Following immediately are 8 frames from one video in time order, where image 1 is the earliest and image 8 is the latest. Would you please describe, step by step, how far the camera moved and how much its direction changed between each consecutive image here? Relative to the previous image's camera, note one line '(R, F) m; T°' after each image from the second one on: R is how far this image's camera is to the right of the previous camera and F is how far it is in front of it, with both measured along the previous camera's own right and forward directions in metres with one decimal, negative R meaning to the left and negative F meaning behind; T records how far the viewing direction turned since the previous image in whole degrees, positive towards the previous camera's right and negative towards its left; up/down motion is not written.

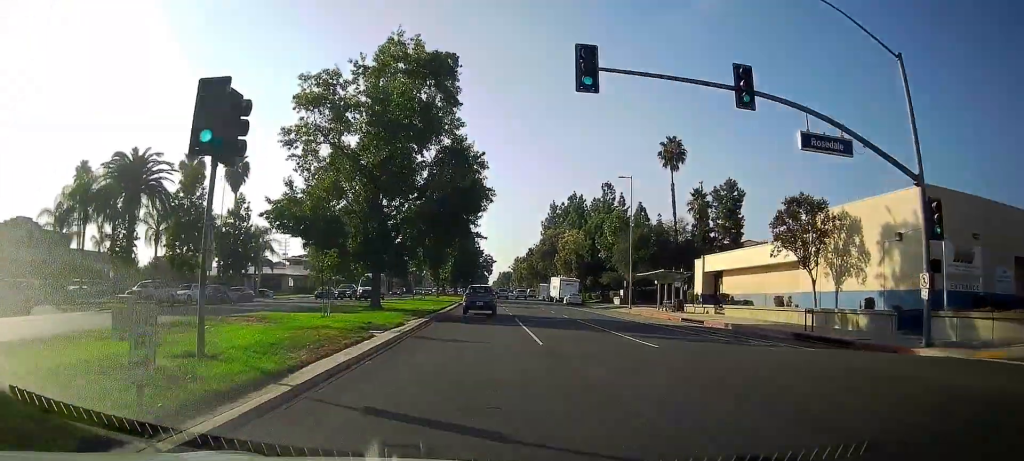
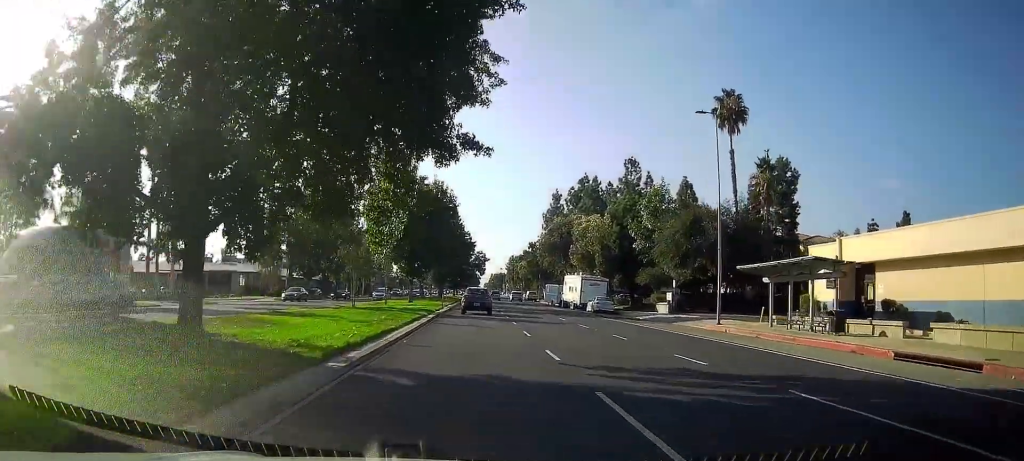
(+0.5, +22.5) m; +2°
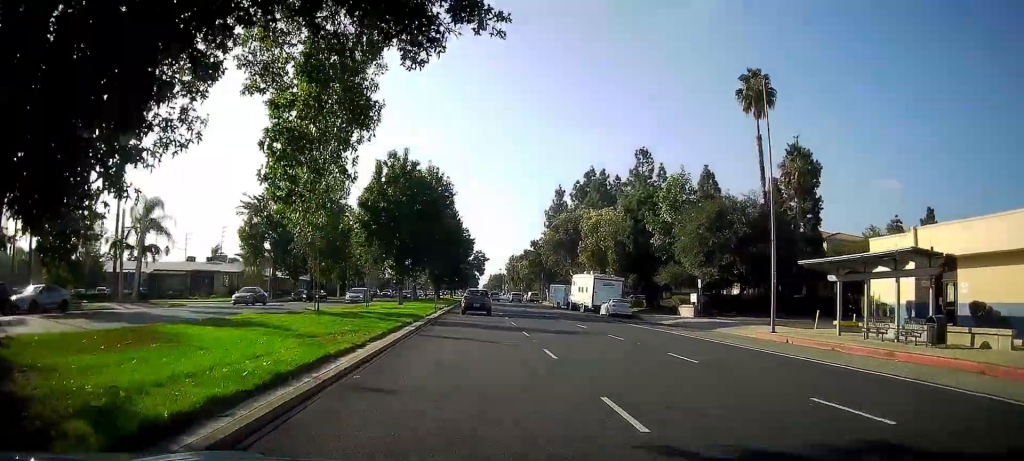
(0.0, +7.1) m; 0°
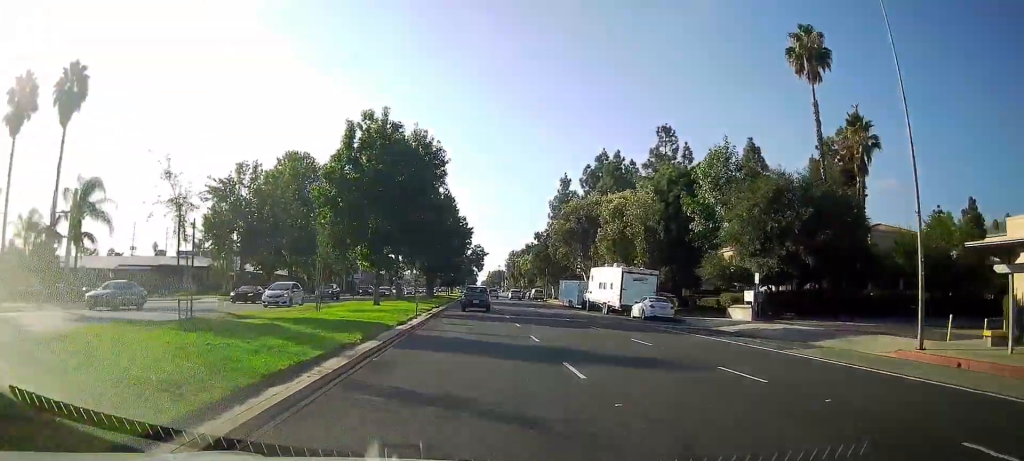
(0.0, +10.4) m; 0°
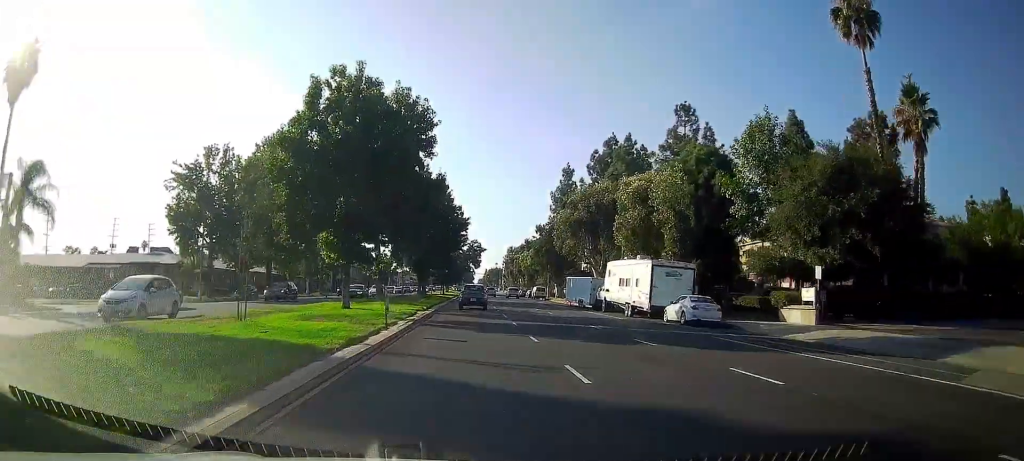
(0.0, +8.2) m; 0°
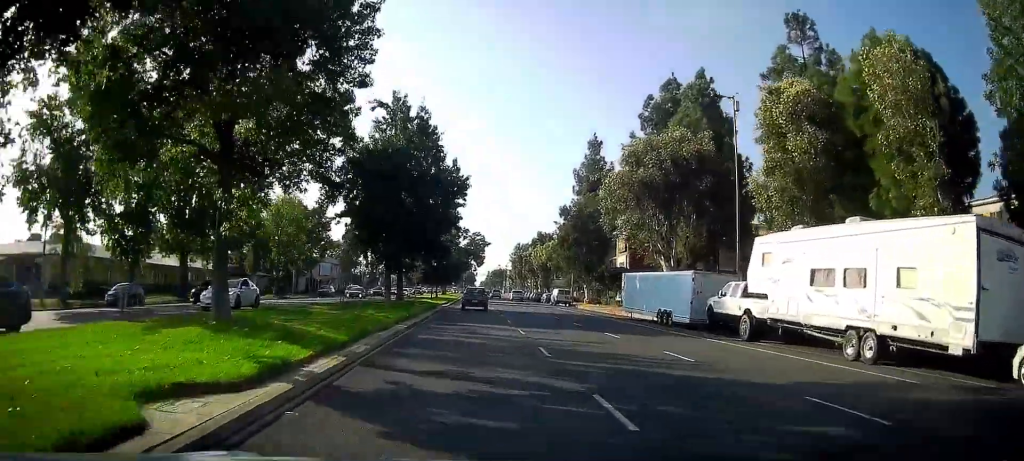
(+0.2, +24.8) m; 0°
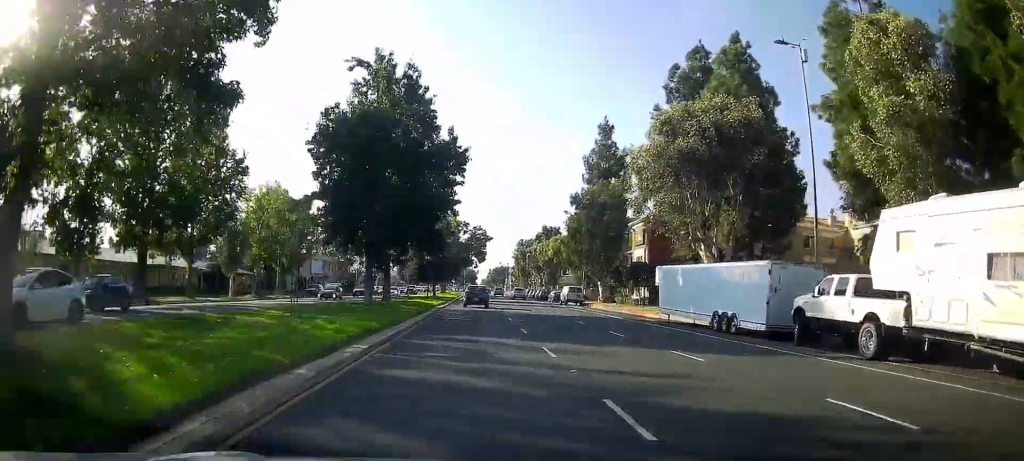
(0.0, +7.7) m; 0°
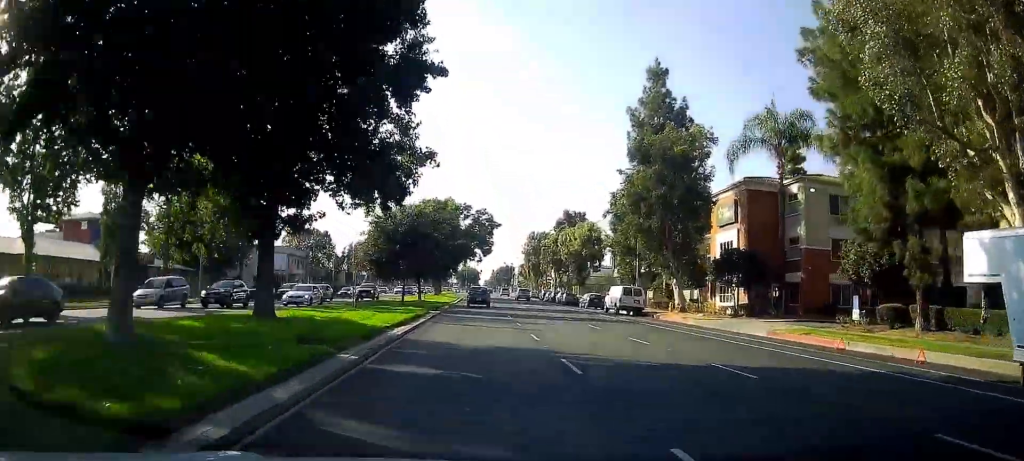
(-0.2, +25.0) m; -1°
